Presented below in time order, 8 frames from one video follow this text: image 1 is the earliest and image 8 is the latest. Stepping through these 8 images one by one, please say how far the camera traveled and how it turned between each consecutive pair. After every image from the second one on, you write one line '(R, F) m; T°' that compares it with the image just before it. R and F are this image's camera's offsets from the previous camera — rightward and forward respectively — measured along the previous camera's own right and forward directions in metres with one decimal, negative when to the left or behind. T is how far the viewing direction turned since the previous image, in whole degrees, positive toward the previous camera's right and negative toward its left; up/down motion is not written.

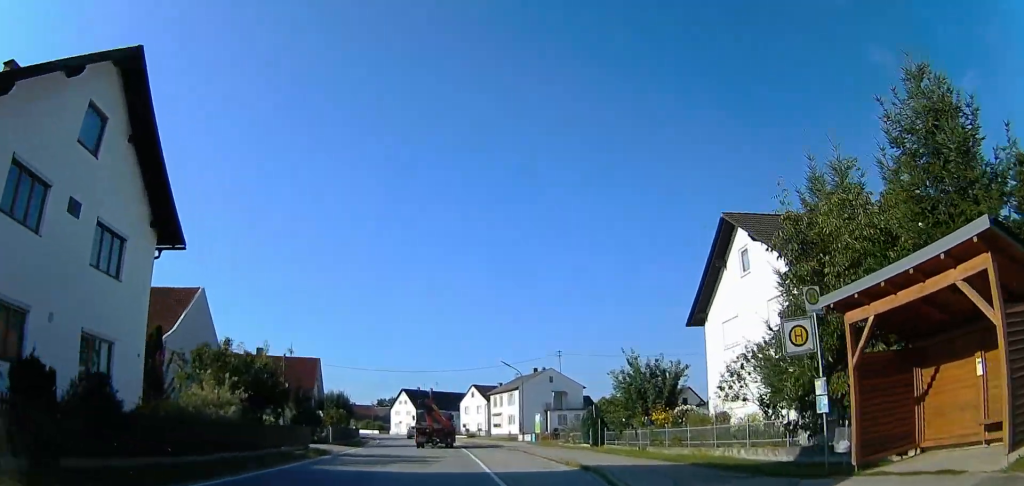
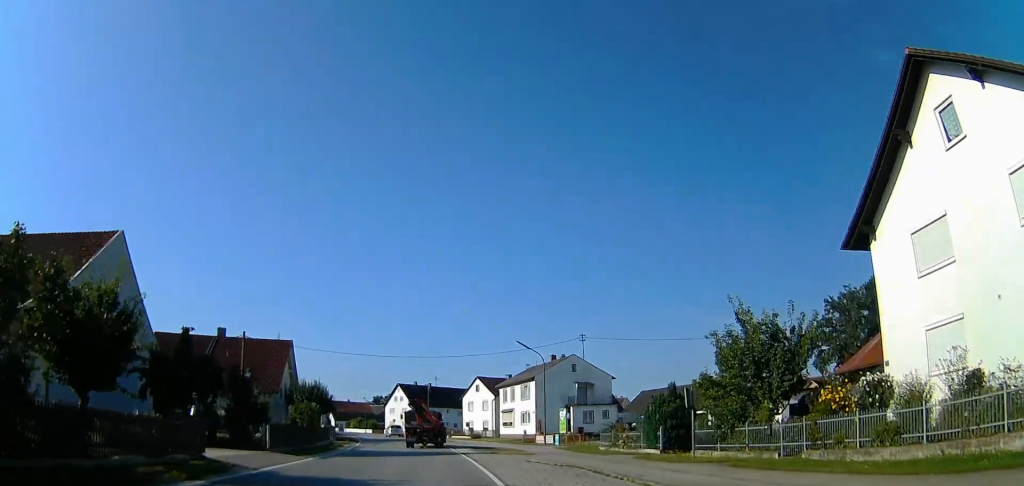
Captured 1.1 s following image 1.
(-0.6, +13.7) m; -2°
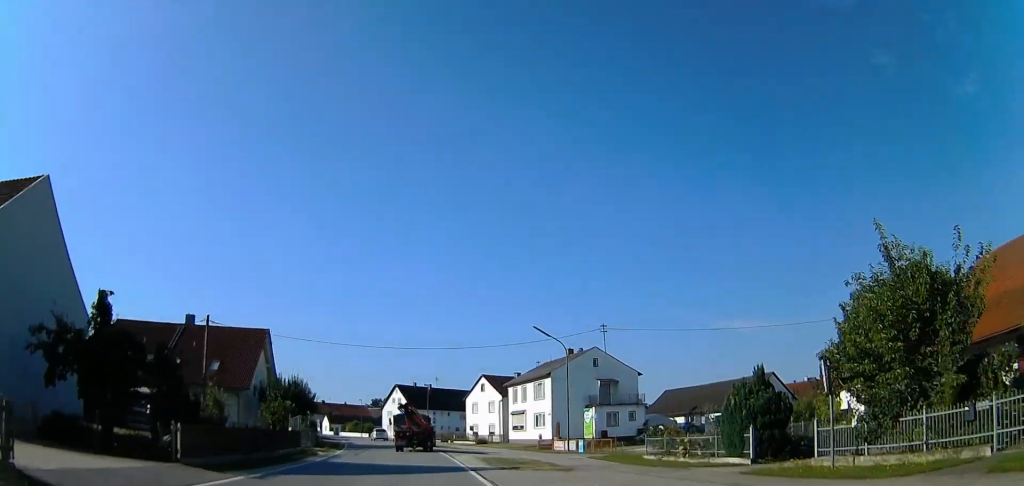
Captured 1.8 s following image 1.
(0.0, +8.6) m; 0°
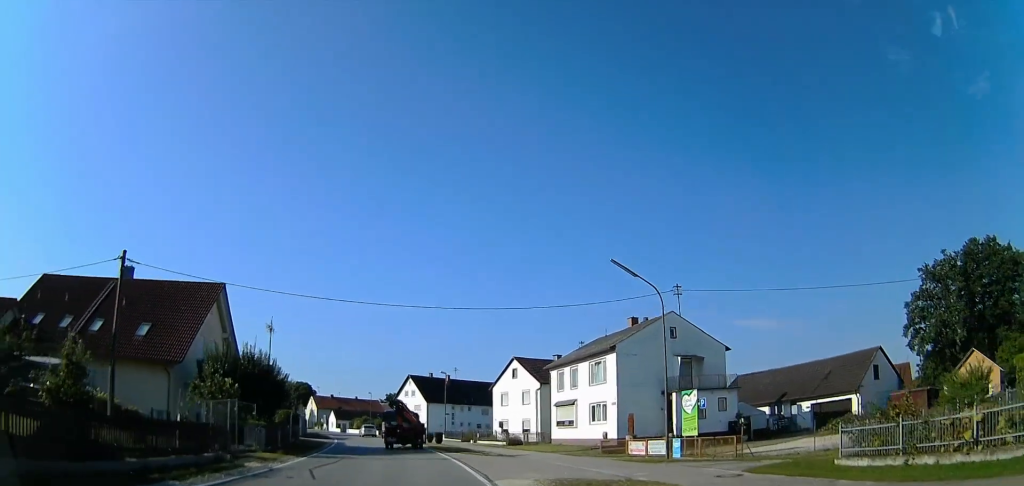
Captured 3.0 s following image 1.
(0.0, +15.1) m; 0°
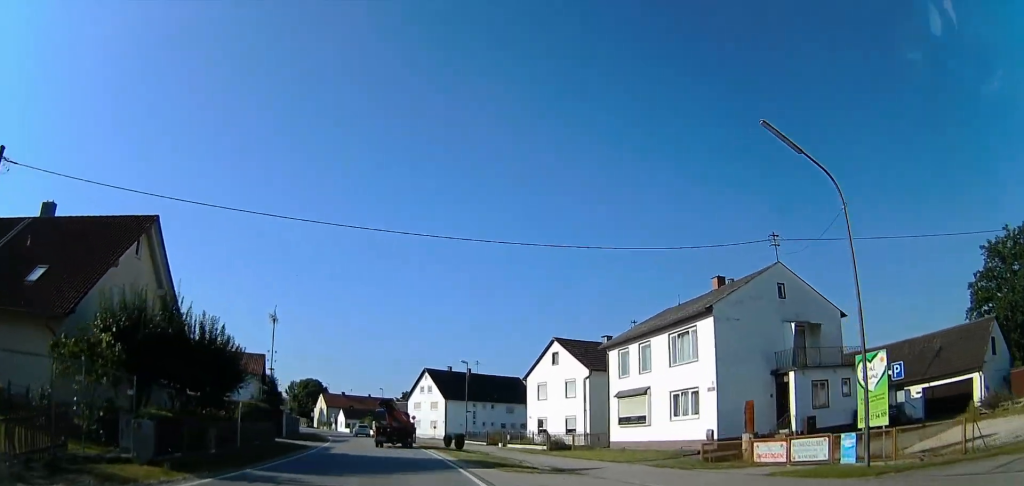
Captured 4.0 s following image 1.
(0.0, +12.2) m; 0°
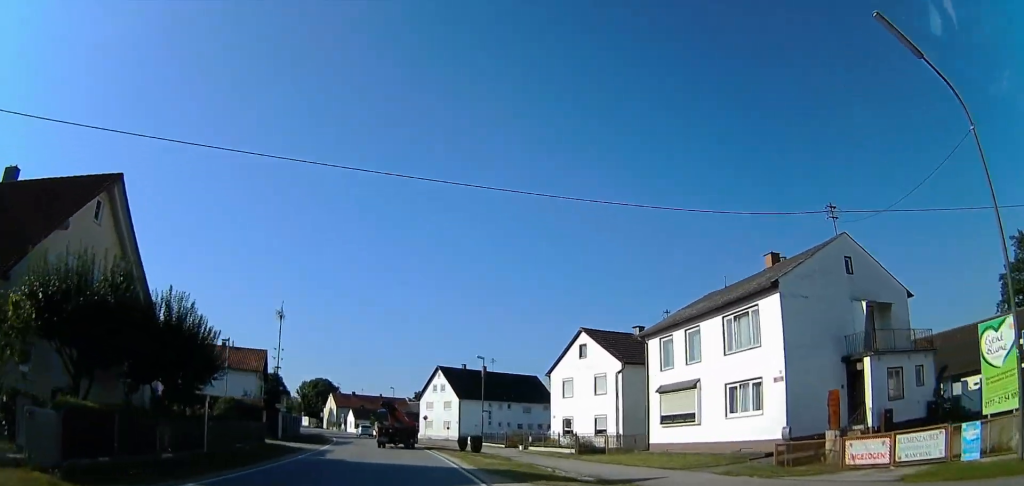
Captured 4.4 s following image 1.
(0.0, +4.9) m; 0°
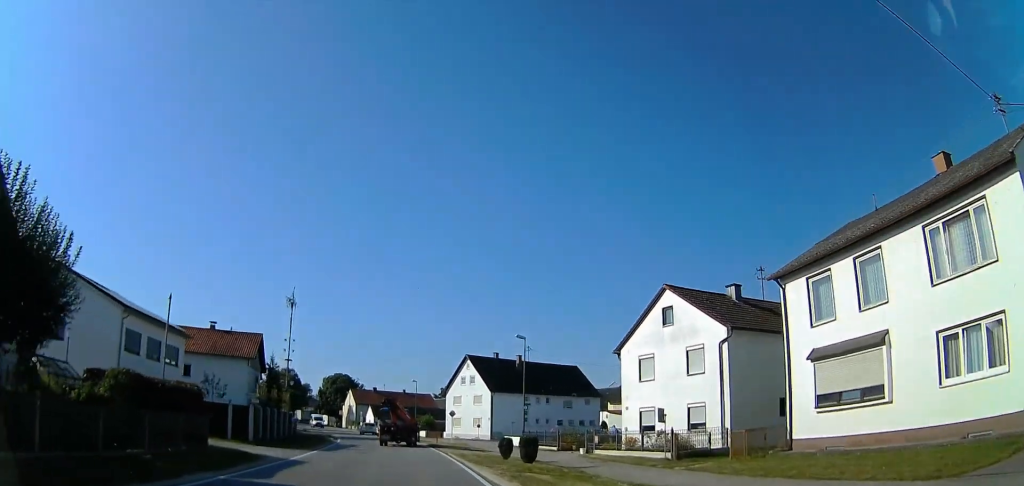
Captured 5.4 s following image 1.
(0.0, +11.7) m; 0°
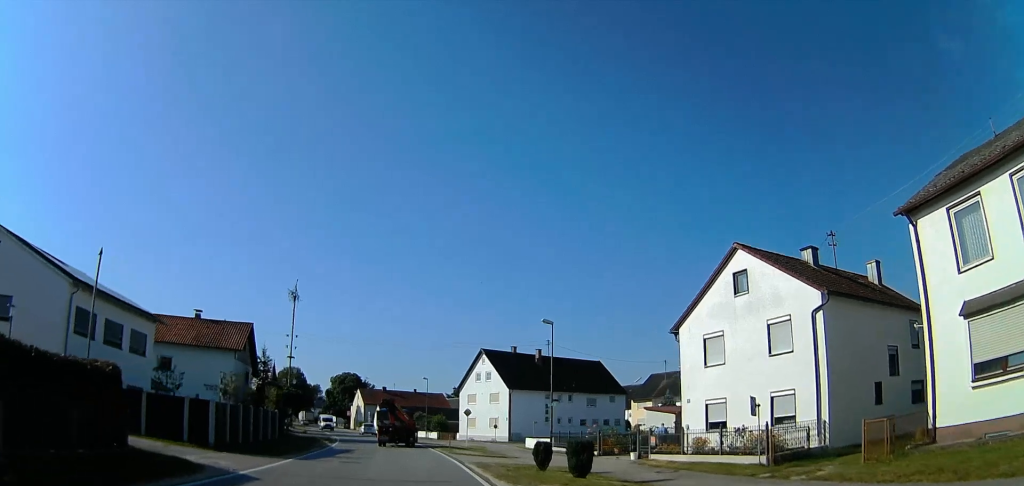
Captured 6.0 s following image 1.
(0.0, +6.8) m; 0°
